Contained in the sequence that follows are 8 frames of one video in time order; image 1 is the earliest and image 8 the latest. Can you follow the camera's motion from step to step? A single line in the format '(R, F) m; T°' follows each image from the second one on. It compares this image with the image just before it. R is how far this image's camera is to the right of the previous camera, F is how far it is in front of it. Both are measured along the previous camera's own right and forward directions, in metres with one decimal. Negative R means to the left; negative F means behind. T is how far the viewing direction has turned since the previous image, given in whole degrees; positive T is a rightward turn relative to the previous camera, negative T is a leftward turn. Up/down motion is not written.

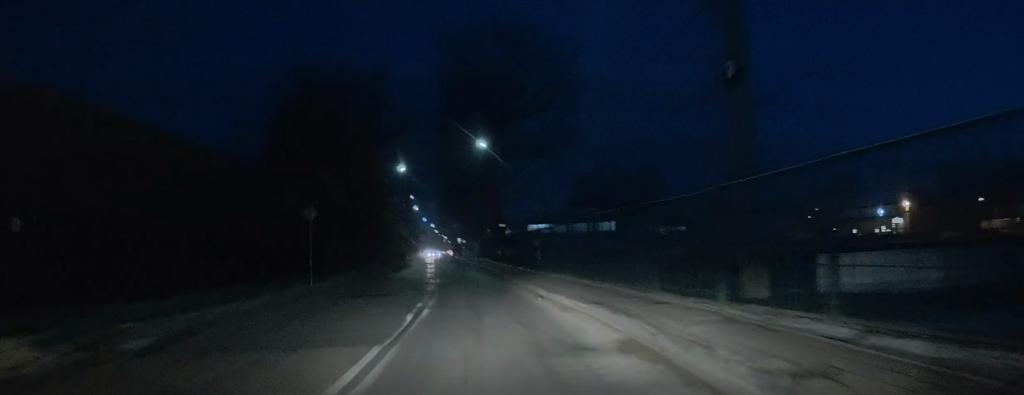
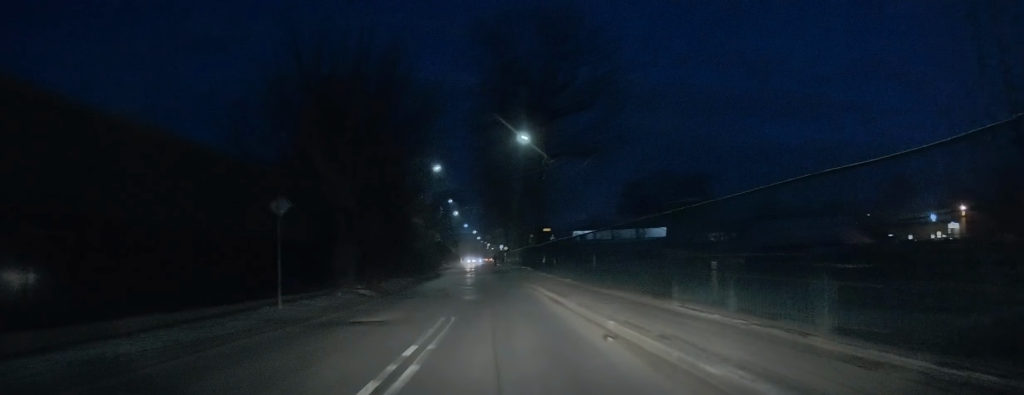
(+0.1, +5.6) m; -4°
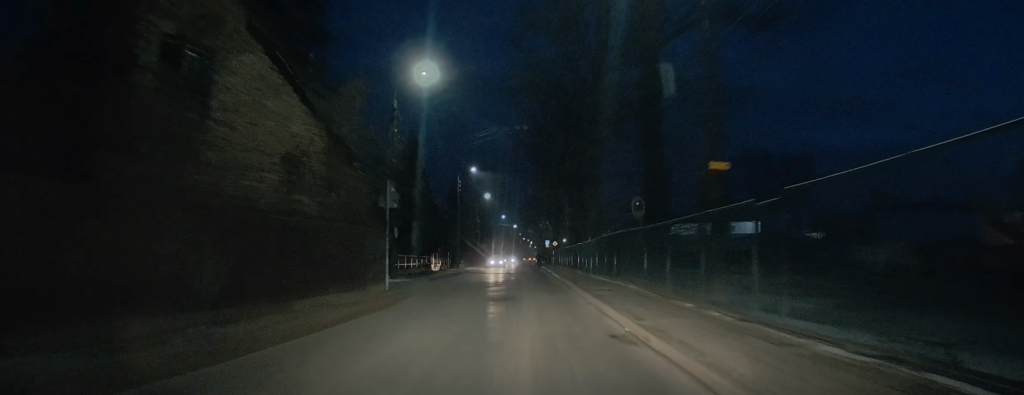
(-4.1, +32.2) m; -8°
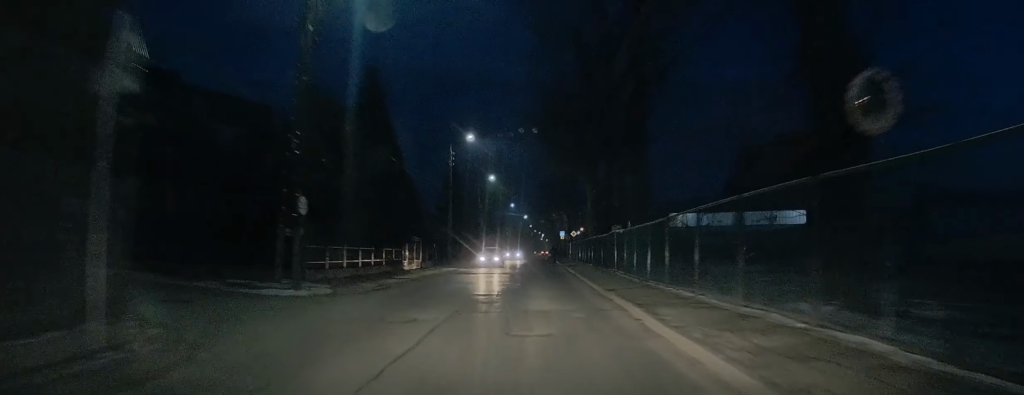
(+0.1, +13.6) m; 0°
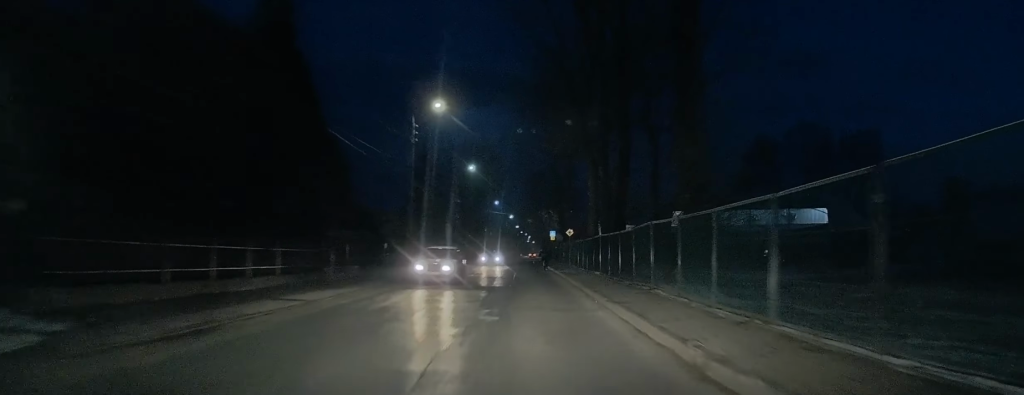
(0.0, +11.2) m; 0°
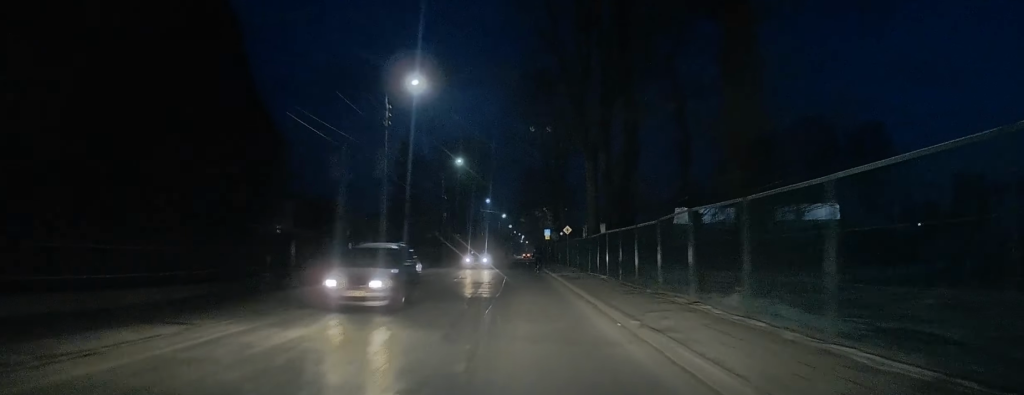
(+0.2, +5.3) m; 0°
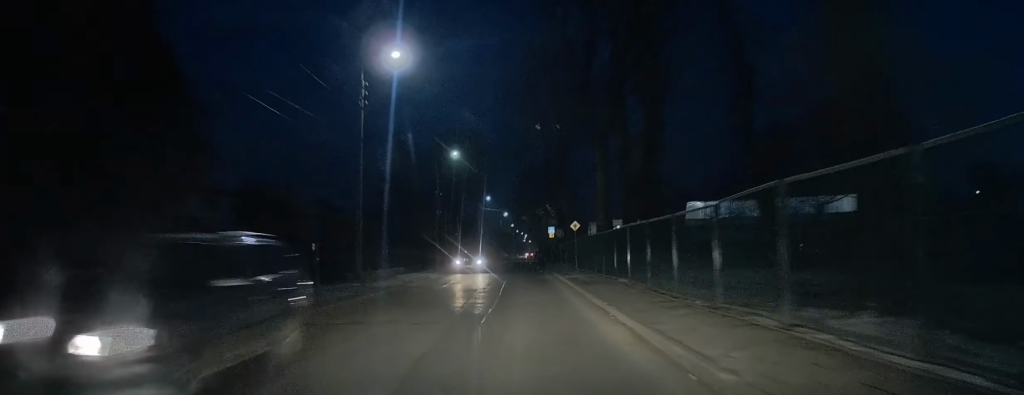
(-0.1, +5.0) m; 0°
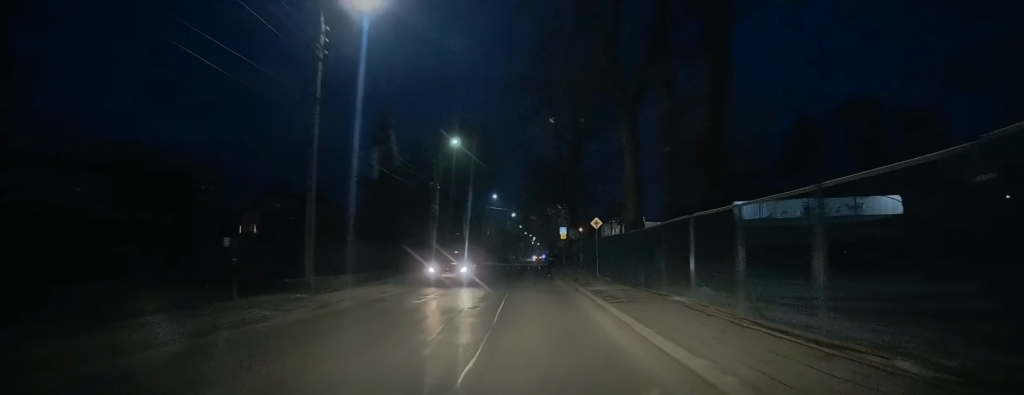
(-0.3, +7.3) m; 0°
